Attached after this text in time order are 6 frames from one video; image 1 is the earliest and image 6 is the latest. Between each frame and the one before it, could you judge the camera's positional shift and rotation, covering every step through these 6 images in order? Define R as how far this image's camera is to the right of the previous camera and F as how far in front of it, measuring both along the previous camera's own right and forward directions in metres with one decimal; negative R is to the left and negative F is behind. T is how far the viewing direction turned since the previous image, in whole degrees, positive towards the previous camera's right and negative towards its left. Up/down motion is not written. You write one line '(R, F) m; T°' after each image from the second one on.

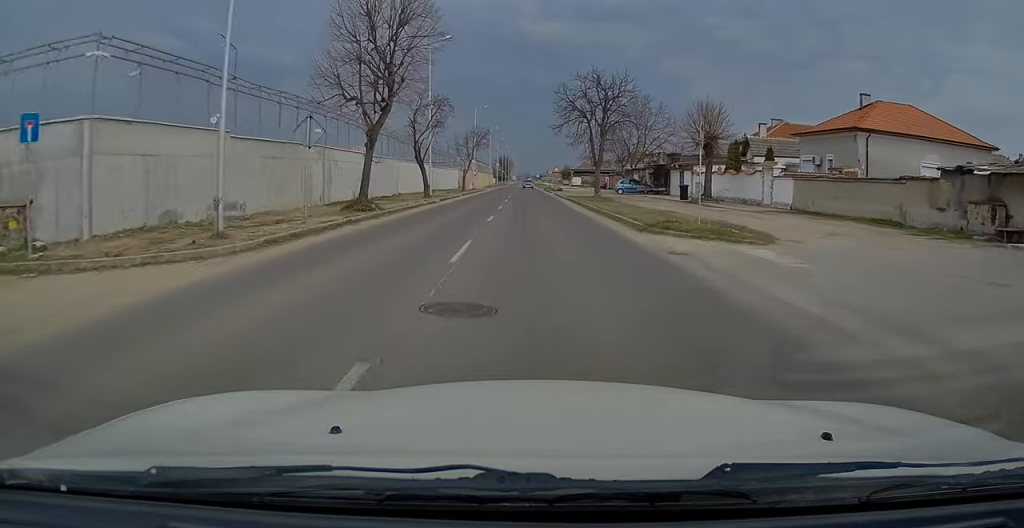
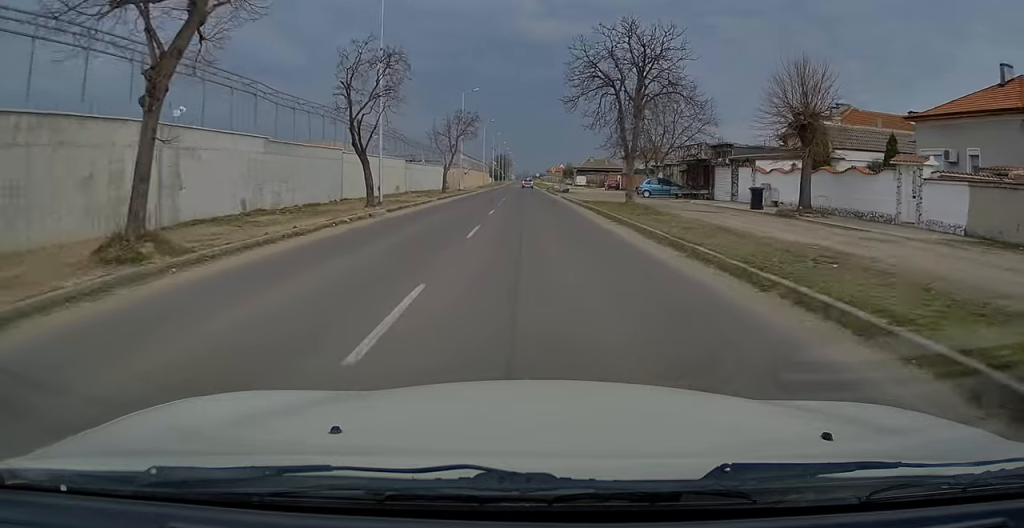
(0.0, +14.9) m; 0°
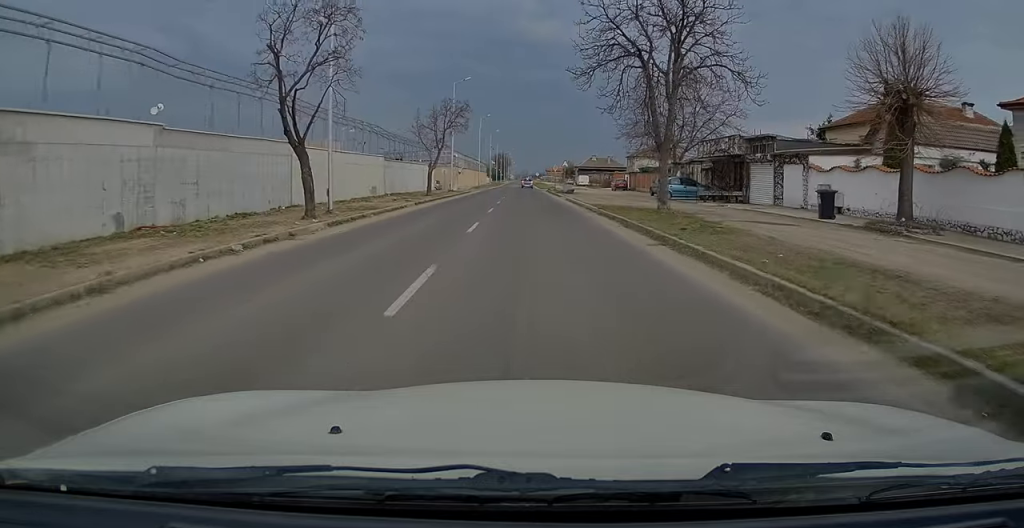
(0.0, +7.6) m; 0°
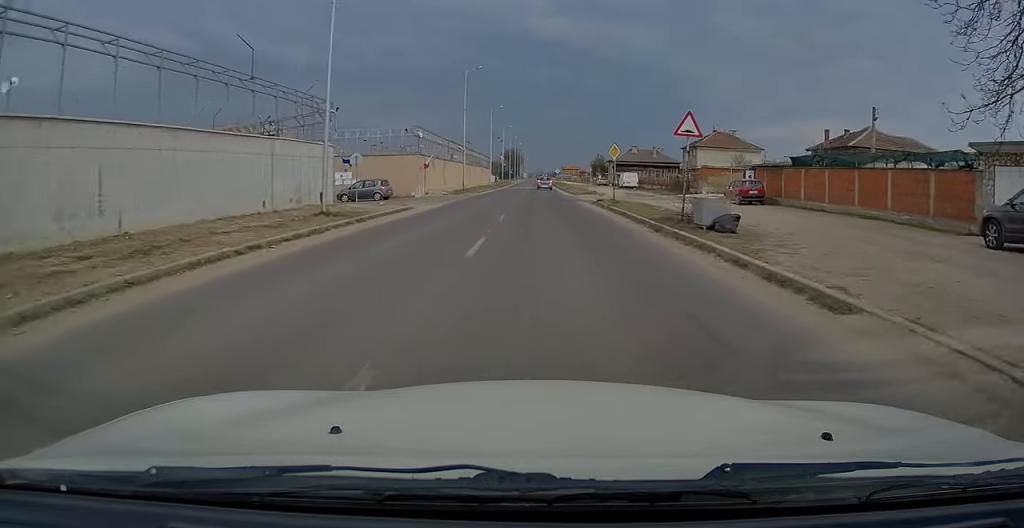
(-0.3, +41.0) m; 0°
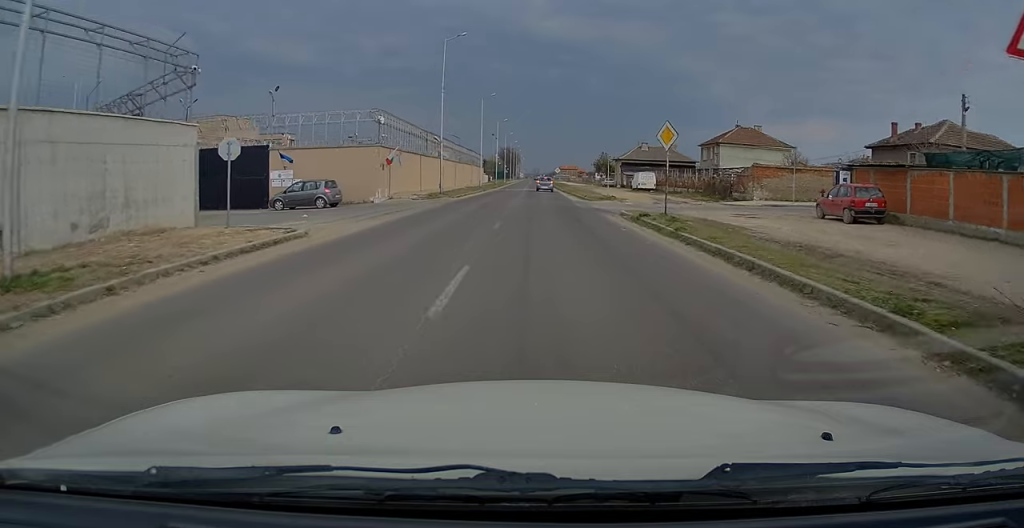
(0.0, +13.0) m; +1°
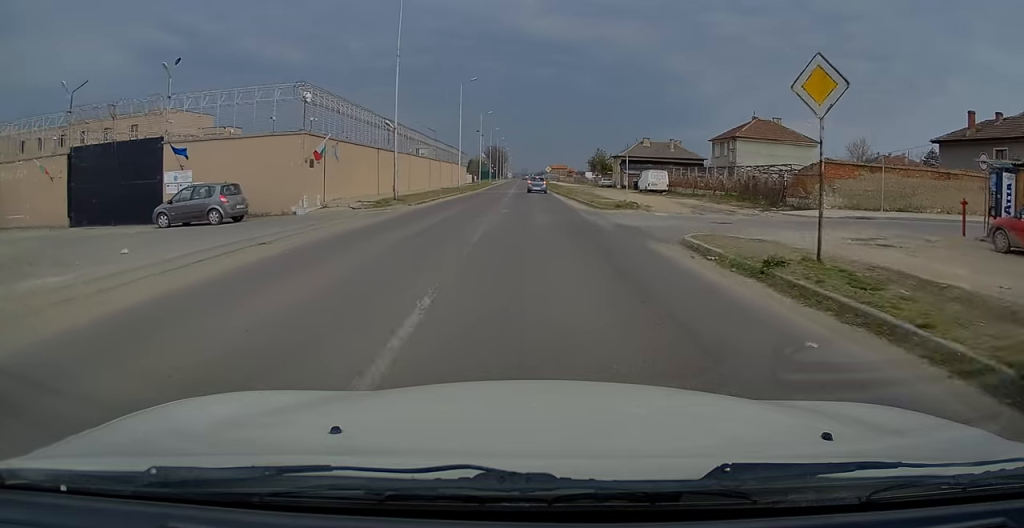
(+0.1, +11.6) m; +1°
